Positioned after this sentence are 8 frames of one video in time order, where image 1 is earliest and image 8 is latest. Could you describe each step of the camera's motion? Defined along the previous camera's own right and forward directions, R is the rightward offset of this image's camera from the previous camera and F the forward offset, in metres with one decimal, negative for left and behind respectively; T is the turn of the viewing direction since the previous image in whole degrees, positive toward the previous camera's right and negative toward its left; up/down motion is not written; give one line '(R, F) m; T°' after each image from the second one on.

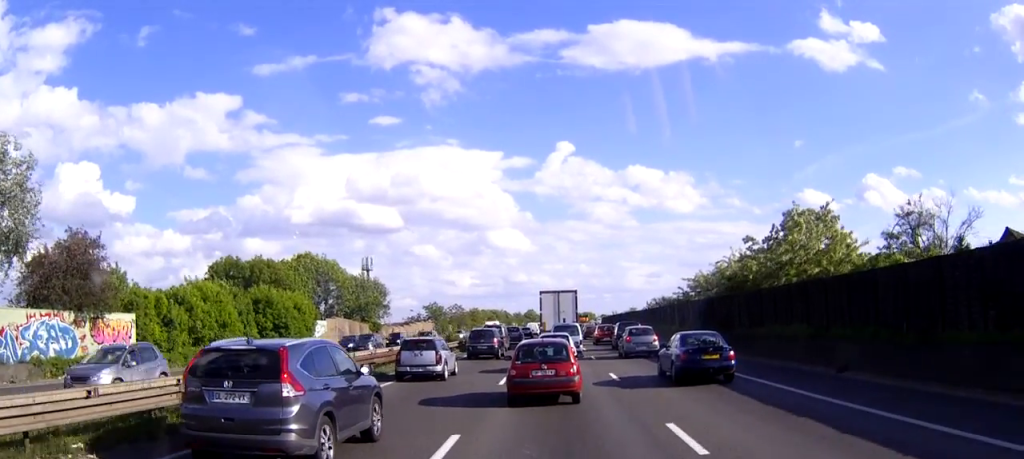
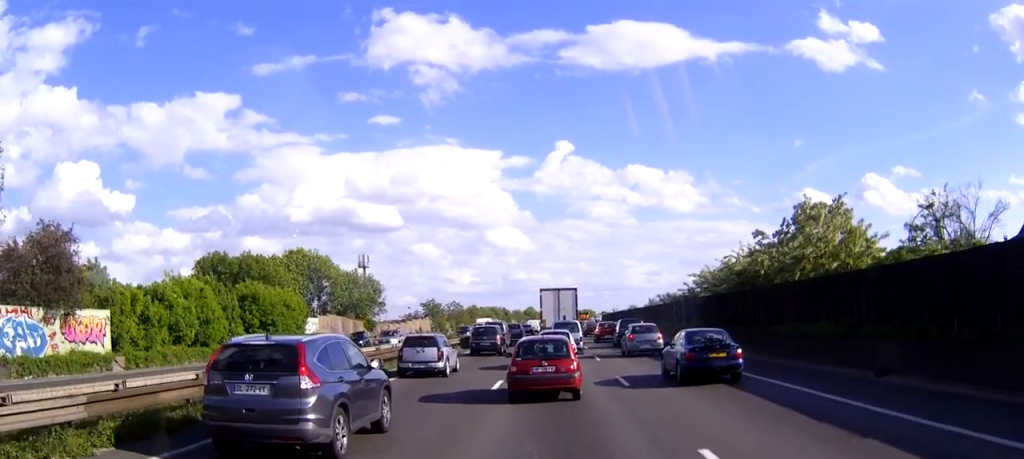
(0.0, +2.9) m; 0°
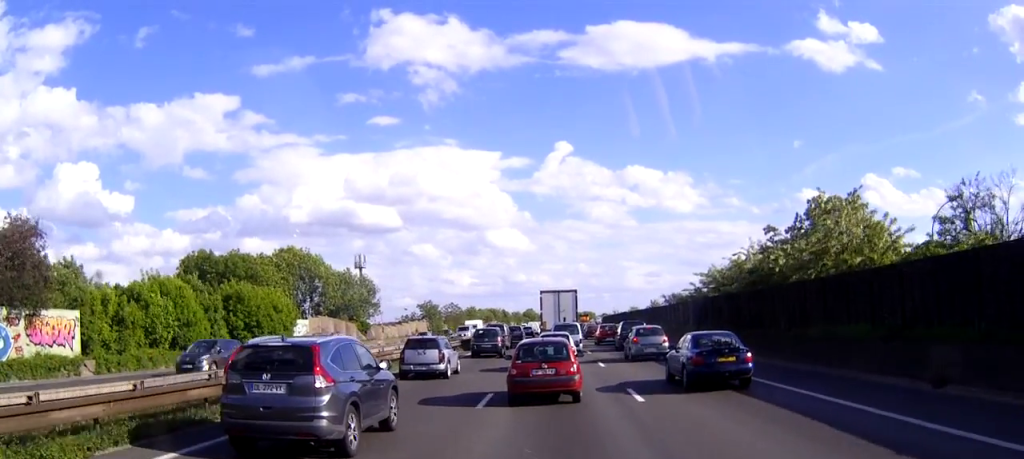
(0.0, +3.2) m; 0°
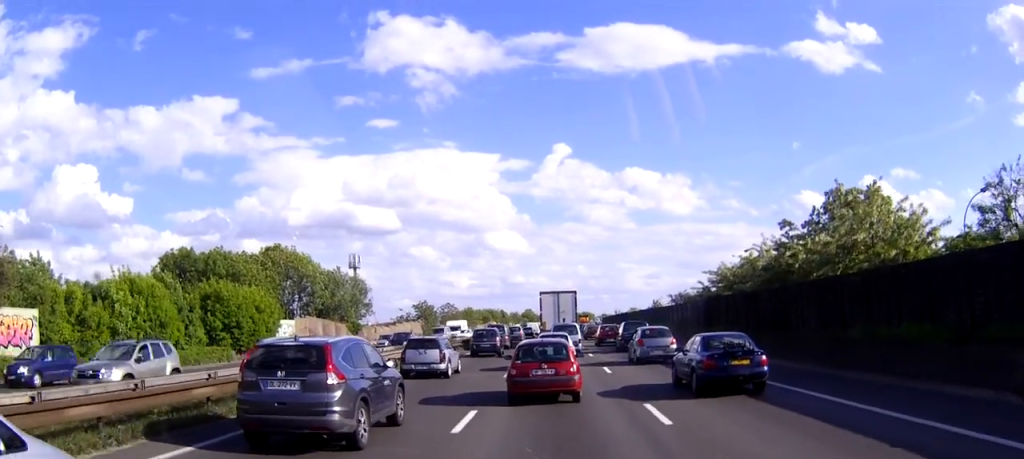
(0.0, +3.9) m; 0°
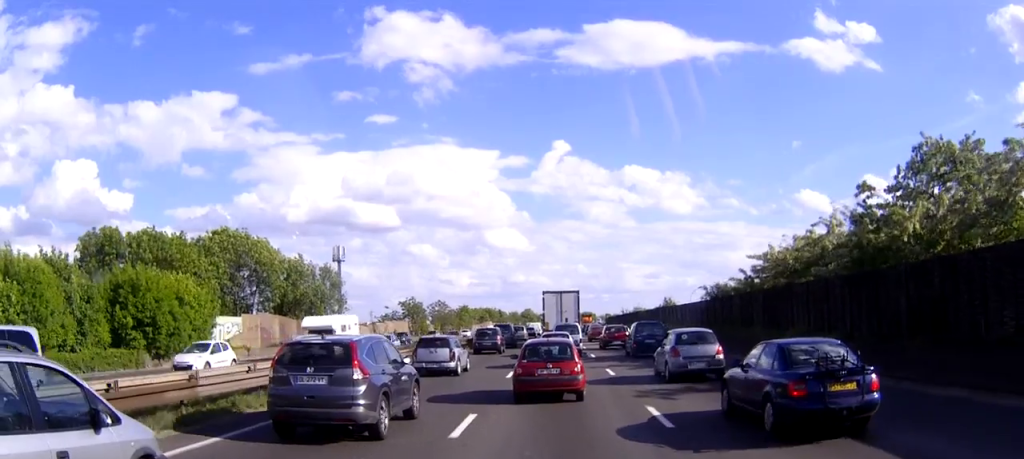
(+0.1, +13.2) m; +1°
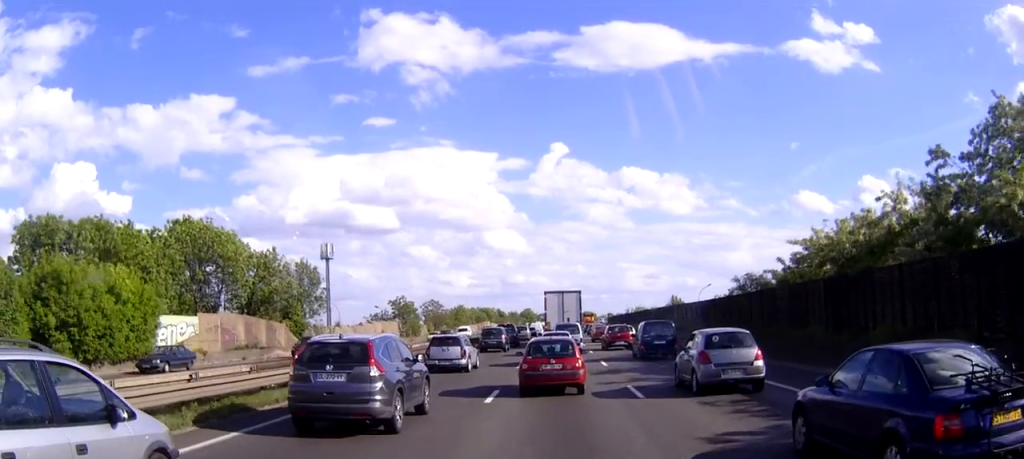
(-0.1, +8.1) m; 0°
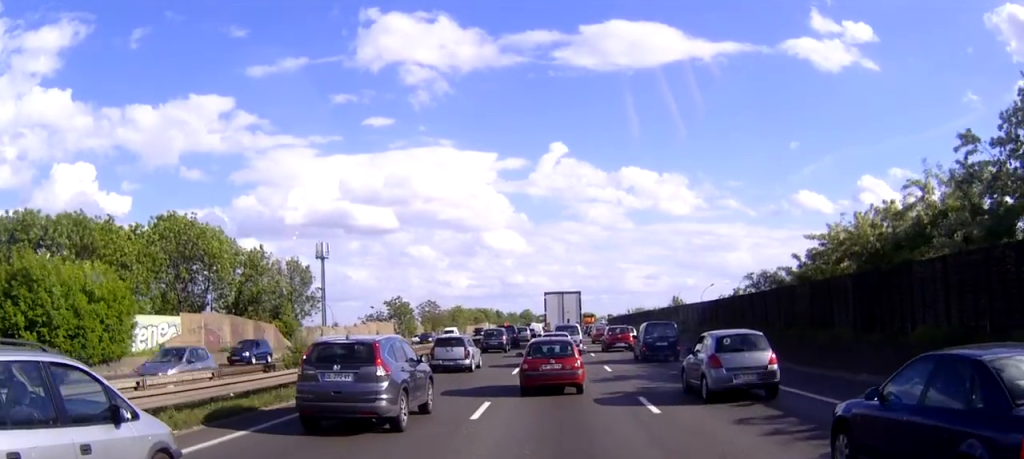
(0.0, +2.7) m; 0°
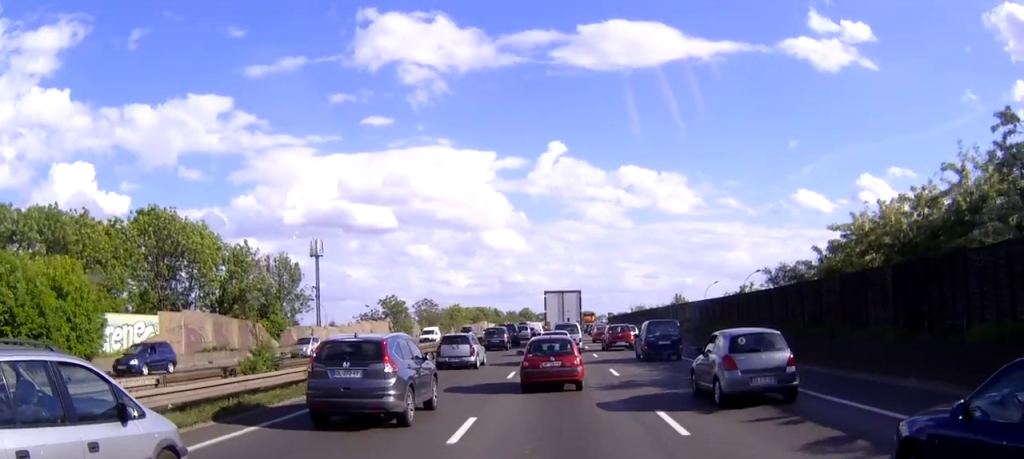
(+0.1, +3.1) m; 0°
